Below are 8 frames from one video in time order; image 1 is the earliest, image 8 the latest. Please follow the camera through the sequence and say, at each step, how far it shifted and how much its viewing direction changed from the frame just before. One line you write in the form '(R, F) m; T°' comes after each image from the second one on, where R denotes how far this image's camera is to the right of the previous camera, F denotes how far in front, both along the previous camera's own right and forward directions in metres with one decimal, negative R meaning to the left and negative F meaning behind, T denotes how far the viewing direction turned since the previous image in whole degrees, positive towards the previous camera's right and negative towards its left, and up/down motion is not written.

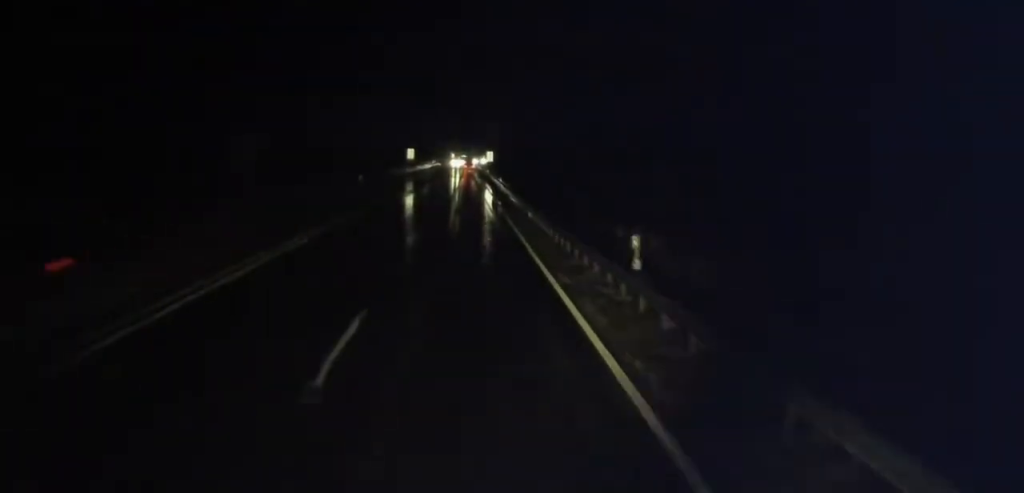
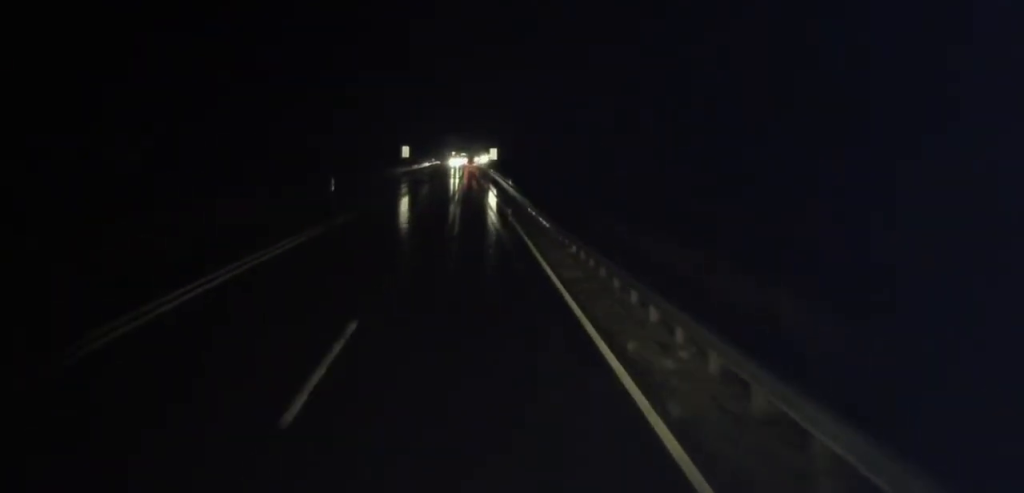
(+0.2, +12.8) m; 0°
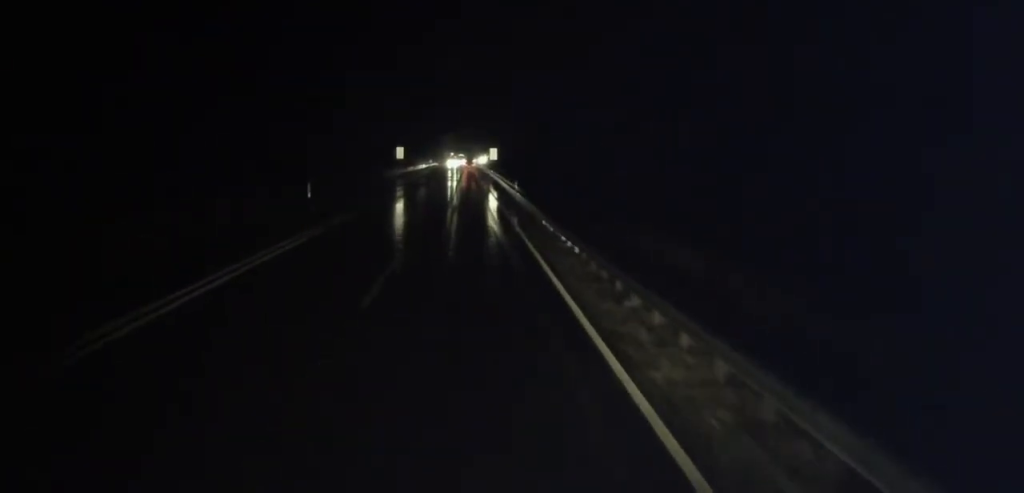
(+0.2, +7.0) m; 0°
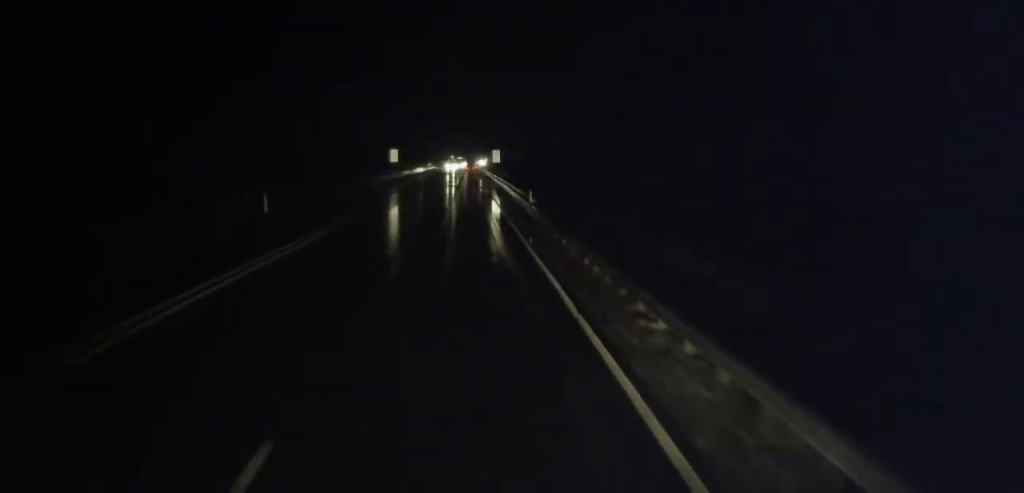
(-0.1, +9.4) m; -1°
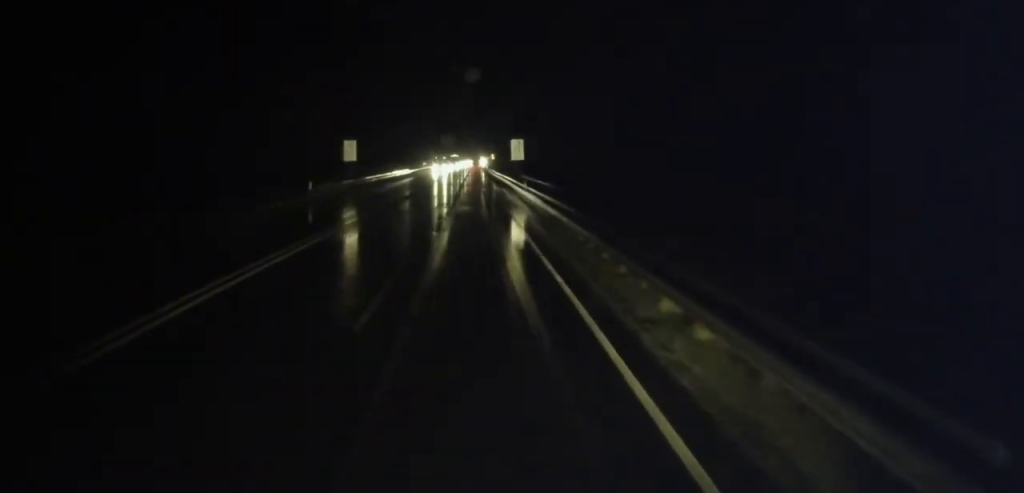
(-0.6, +39.8) m; -1°
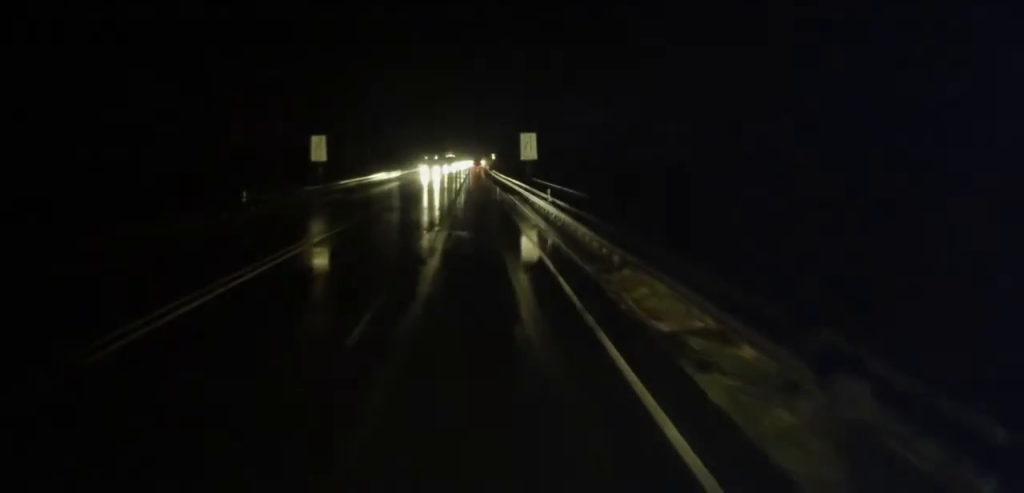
(-0.1, +12.8) m; 0°
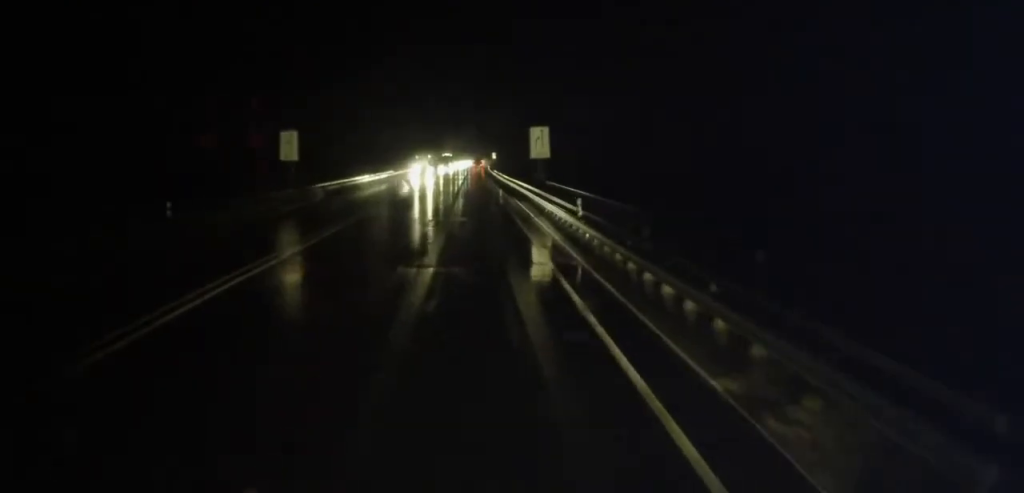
(-0.2, +8.1) m; +1°
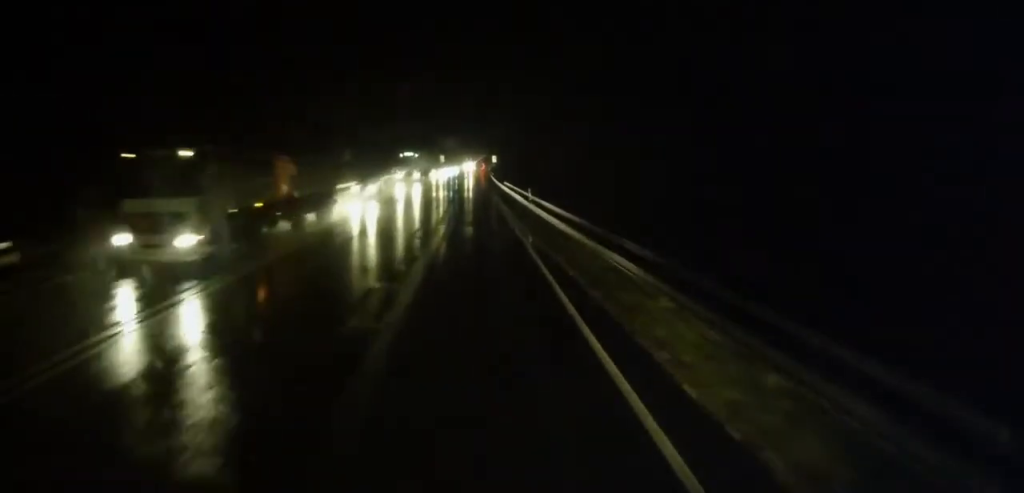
(+0.5, +39.0) m; -1°
